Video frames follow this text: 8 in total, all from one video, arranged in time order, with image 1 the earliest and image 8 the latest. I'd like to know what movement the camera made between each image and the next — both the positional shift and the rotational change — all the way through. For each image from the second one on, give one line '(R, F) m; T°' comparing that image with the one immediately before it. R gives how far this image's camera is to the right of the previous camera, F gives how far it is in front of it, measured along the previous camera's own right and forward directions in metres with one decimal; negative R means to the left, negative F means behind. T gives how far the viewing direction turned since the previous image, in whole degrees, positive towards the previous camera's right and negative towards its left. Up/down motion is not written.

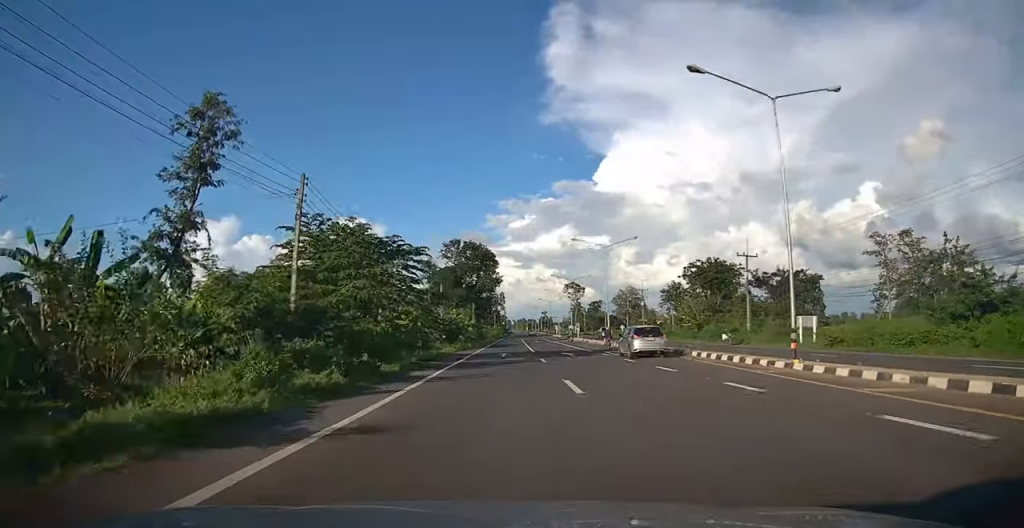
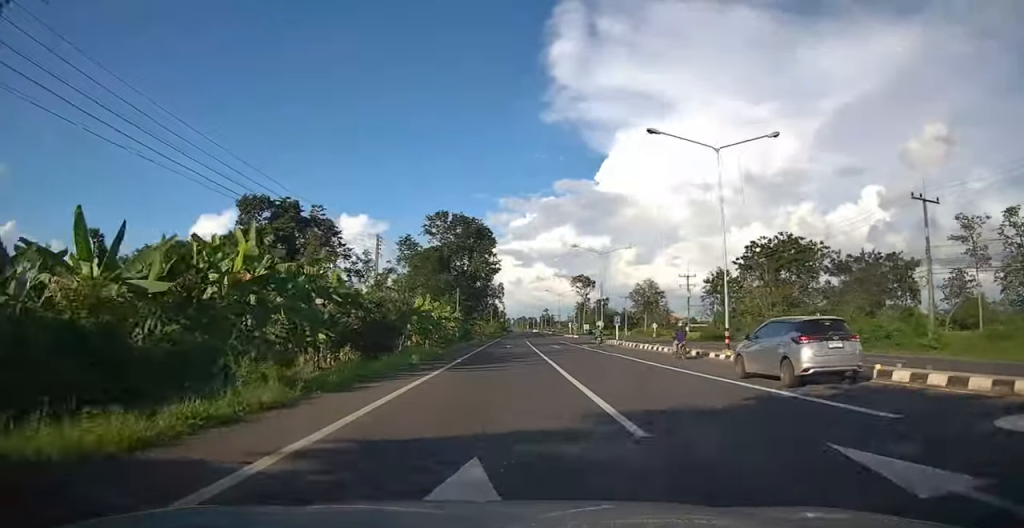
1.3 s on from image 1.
(+0.4, +28.3) m; +2°
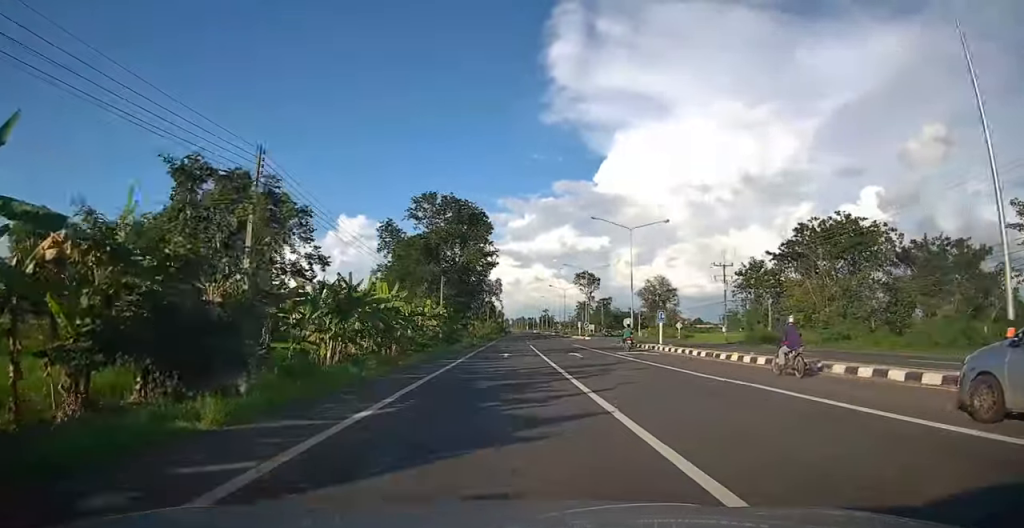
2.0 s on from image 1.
(+0.4, +14.8) m; +1°
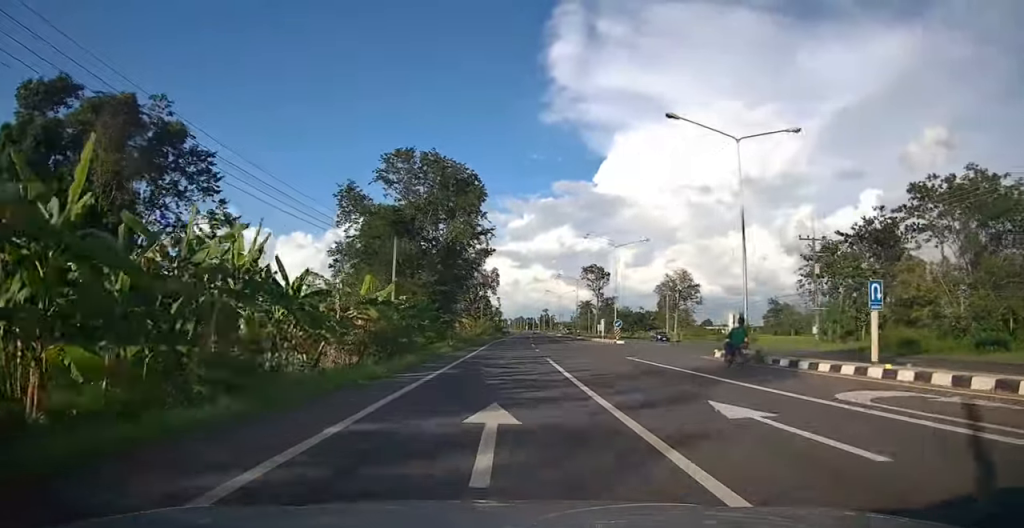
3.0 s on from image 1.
(0.0, +21.5) m; -2°
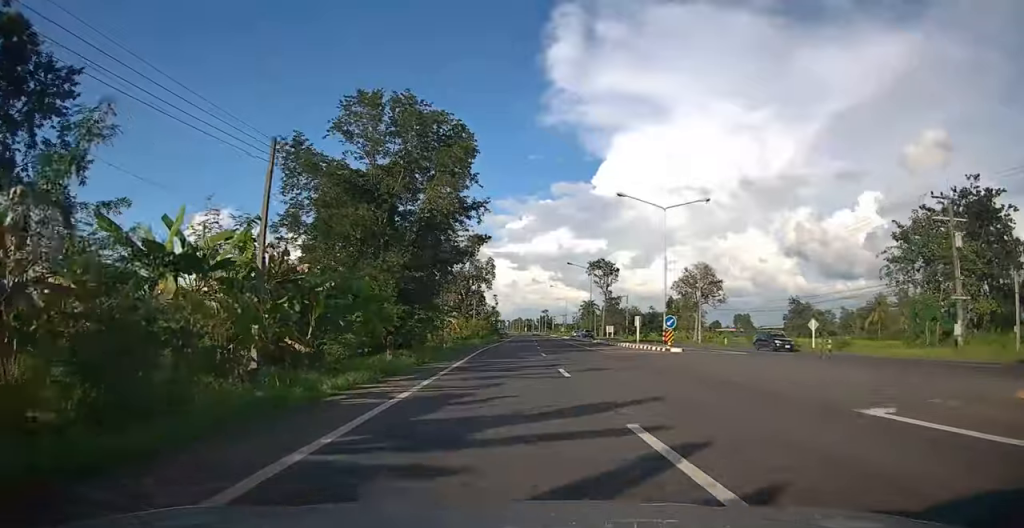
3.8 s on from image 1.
(-0.7, +17.2) m; 0°
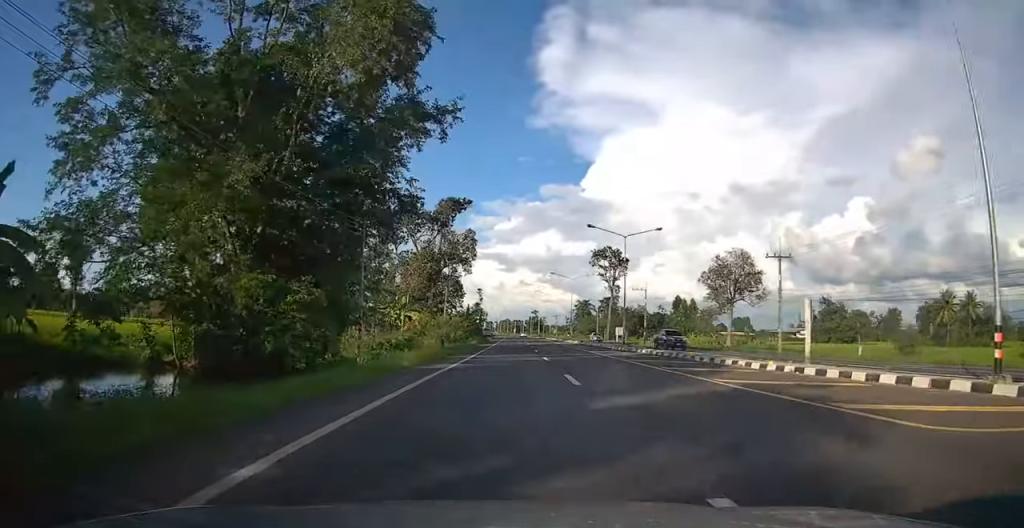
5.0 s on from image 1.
(+0.6, +26.5) m; +2°
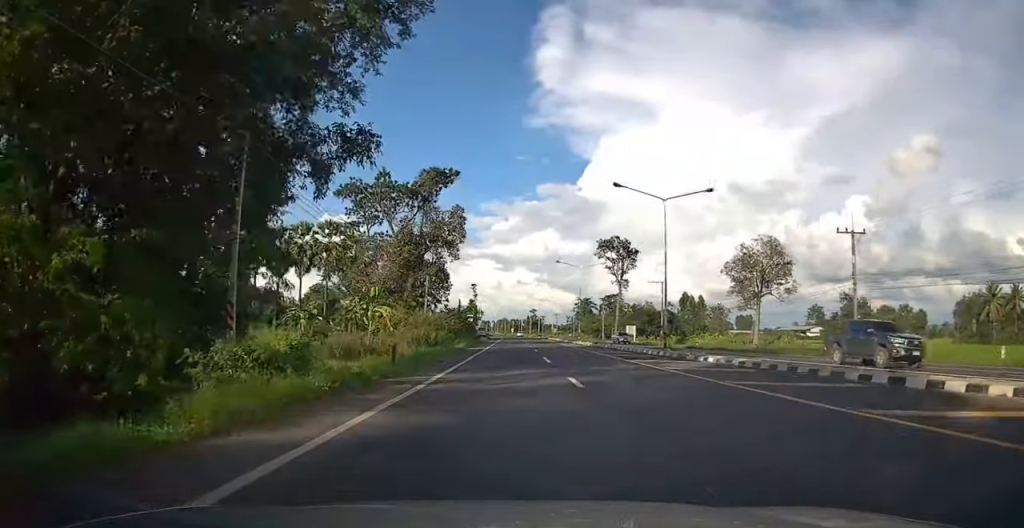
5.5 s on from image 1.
(0.0, +12.6) m; 0°
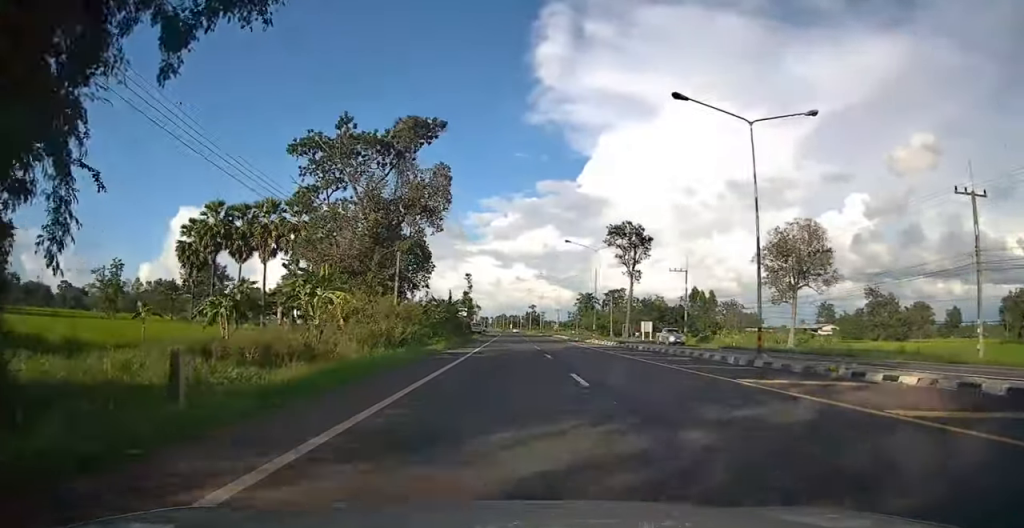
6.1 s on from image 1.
(0.0, +12.6) m; 0°
